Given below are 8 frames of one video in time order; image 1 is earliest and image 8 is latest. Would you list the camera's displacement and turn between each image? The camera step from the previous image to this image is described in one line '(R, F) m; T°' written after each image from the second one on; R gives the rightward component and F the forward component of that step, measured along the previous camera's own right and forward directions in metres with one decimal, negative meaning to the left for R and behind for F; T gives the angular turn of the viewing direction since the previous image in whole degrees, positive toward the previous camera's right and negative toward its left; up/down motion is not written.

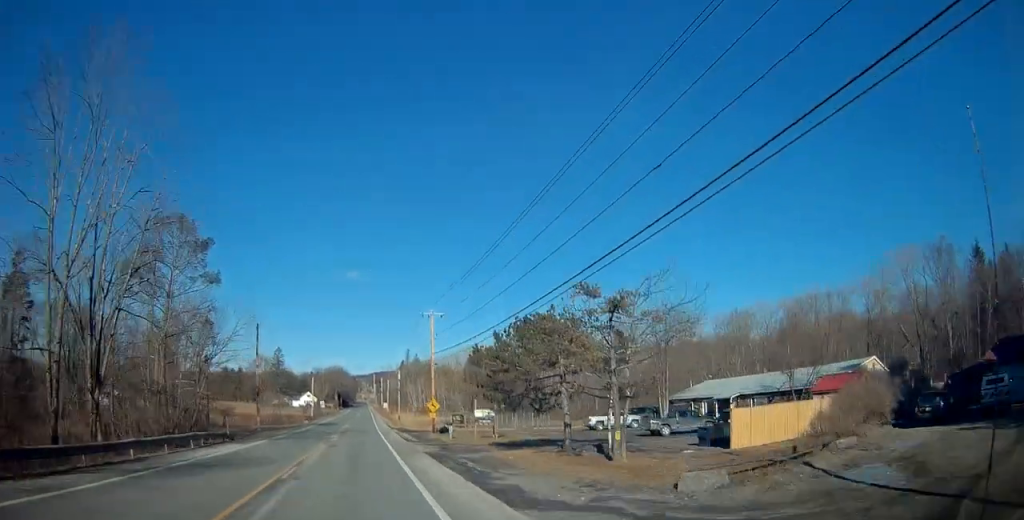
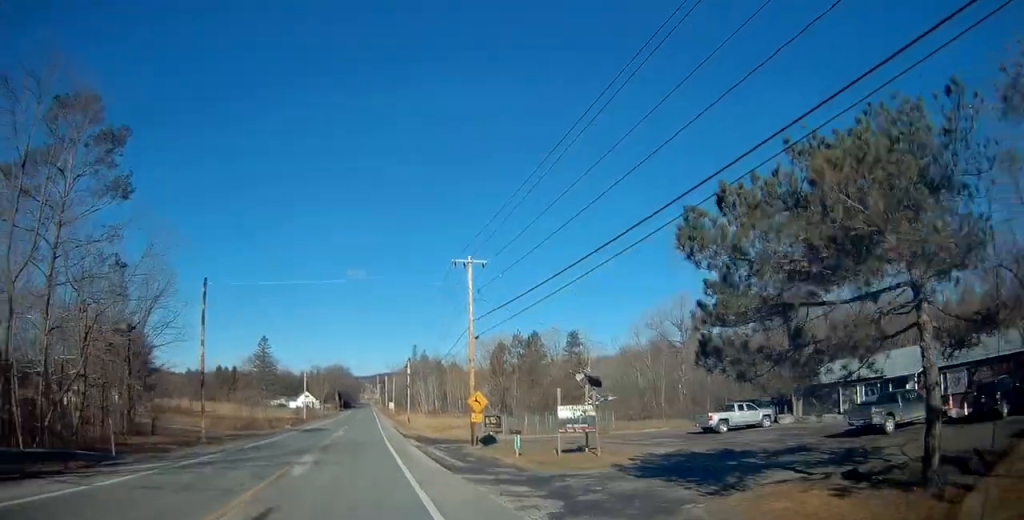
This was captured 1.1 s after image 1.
(+0.1, +19.7) m; 0°
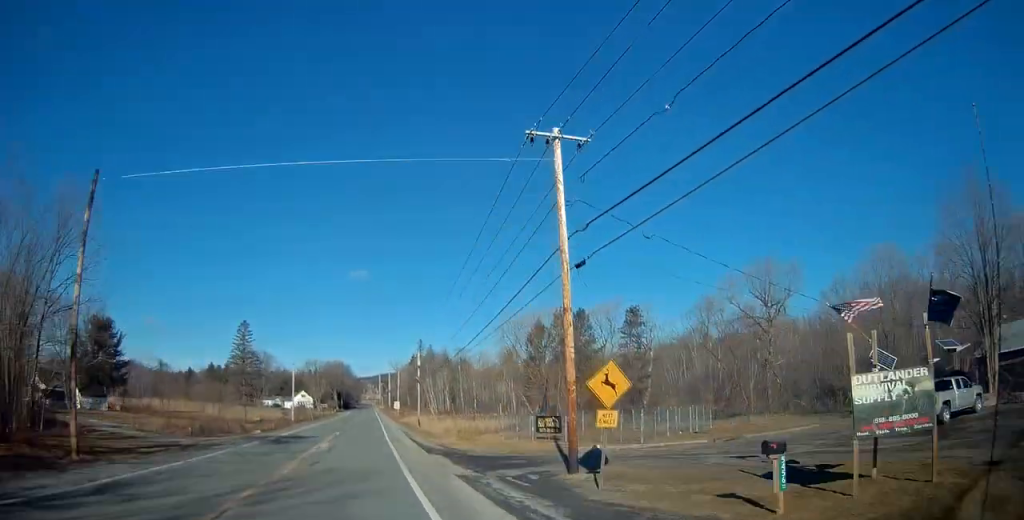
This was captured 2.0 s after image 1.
(+0.1, +17.4) m; 0°
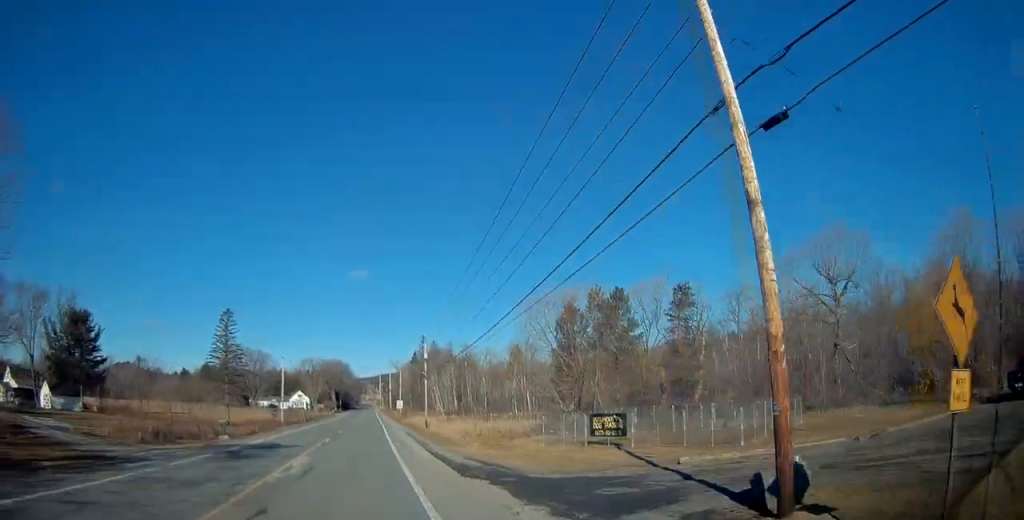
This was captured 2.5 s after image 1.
(+0.1, +10.0) m; 0°
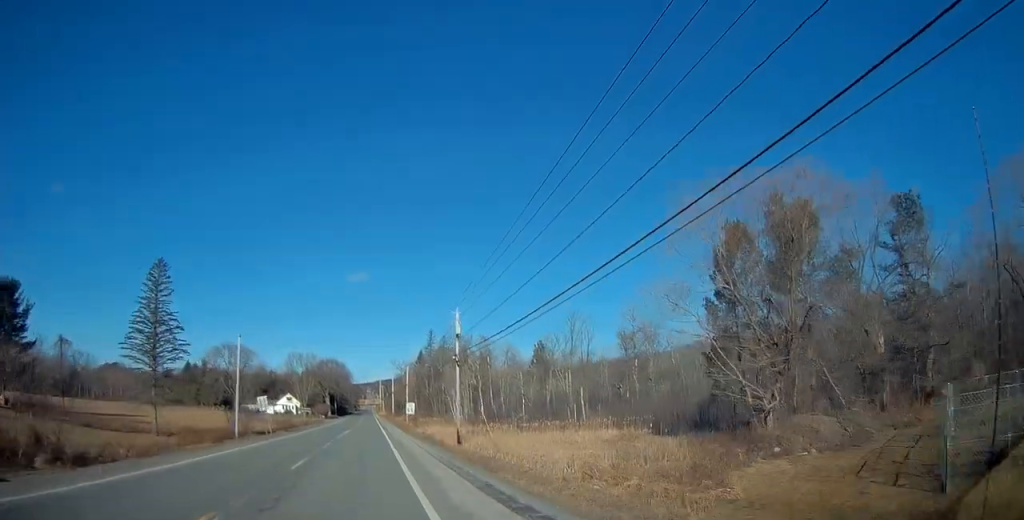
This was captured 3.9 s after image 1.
(-0.3, +25.4) m; -1°
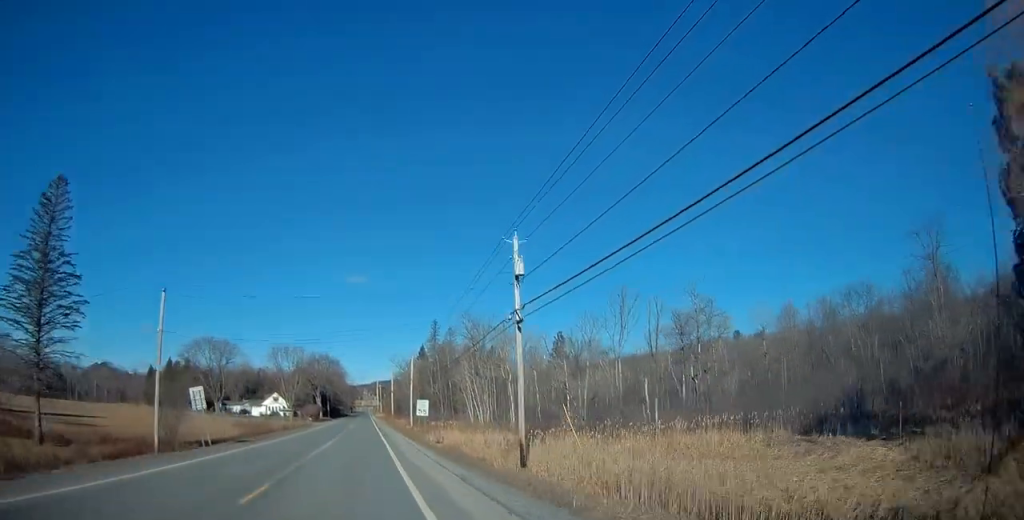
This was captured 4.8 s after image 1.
(-0.1, +18.7) m; 0°
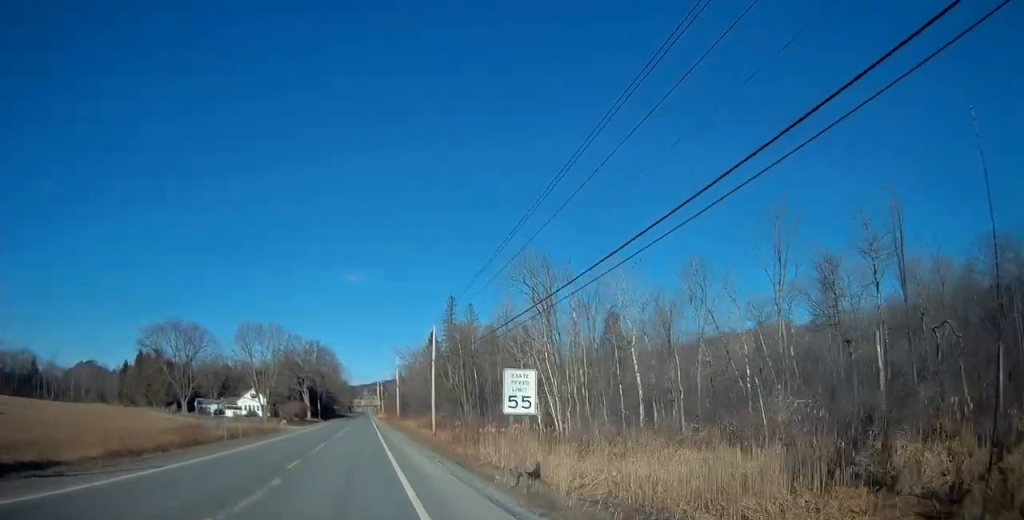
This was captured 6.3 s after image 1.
(+0.4, +29.6) m; +2°
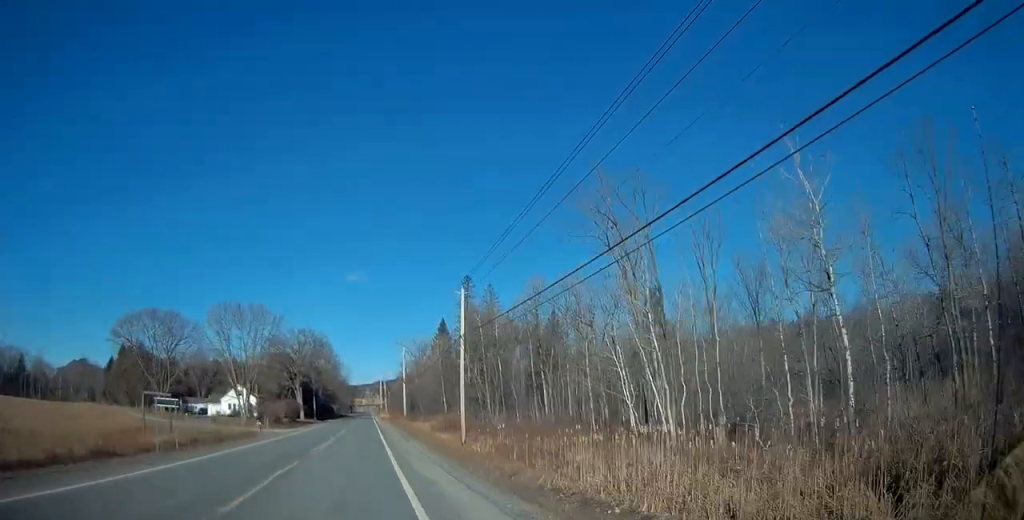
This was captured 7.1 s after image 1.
(+0.1, +16.0) m; -1°
